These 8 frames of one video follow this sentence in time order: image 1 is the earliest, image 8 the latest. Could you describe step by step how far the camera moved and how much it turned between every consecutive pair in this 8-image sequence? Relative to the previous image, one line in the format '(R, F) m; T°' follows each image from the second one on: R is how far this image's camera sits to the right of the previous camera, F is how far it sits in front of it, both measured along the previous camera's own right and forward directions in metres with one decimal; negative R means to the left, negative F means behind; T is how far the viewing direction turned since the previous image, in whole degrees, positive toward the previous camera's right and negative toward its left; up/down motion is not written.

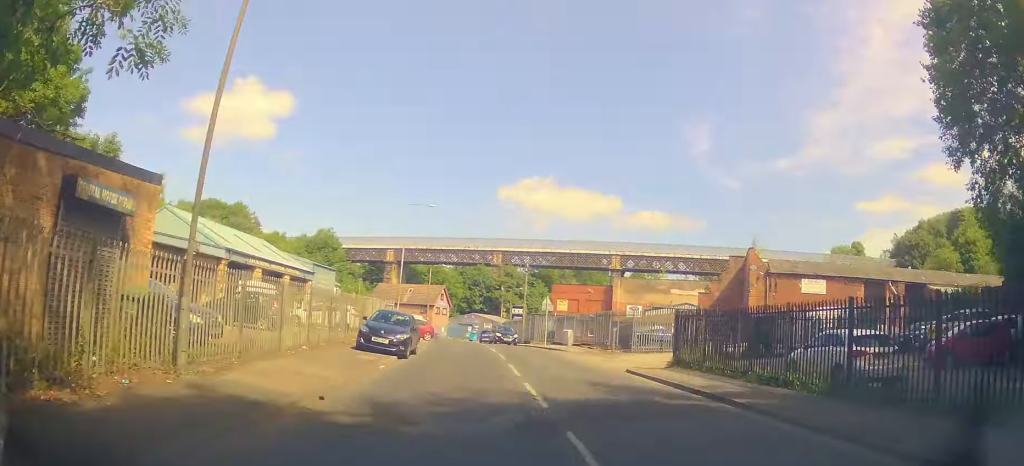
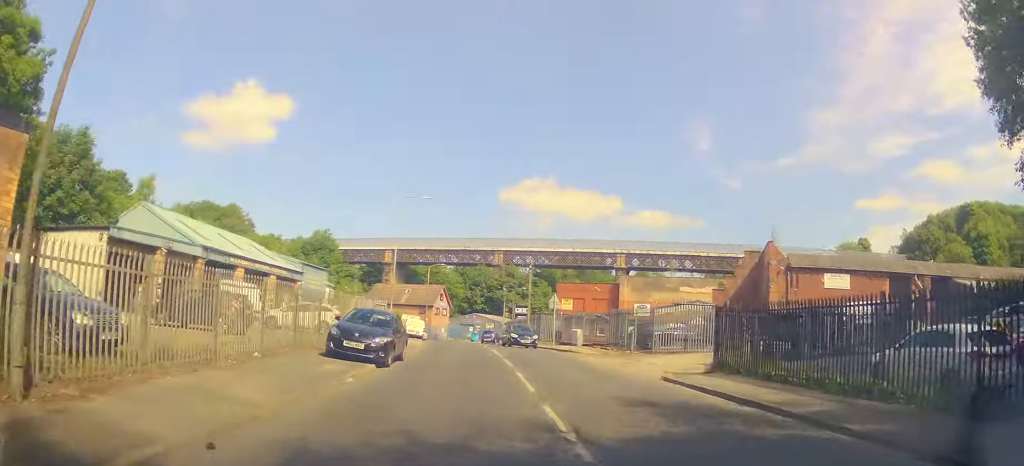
(0.0, +4.1) m; 0°
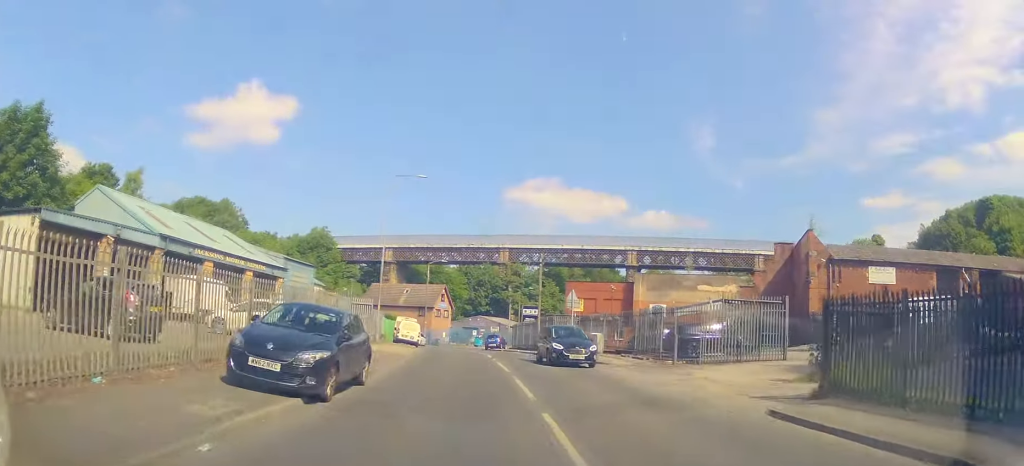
(+0.2, +6.4) m; 0°
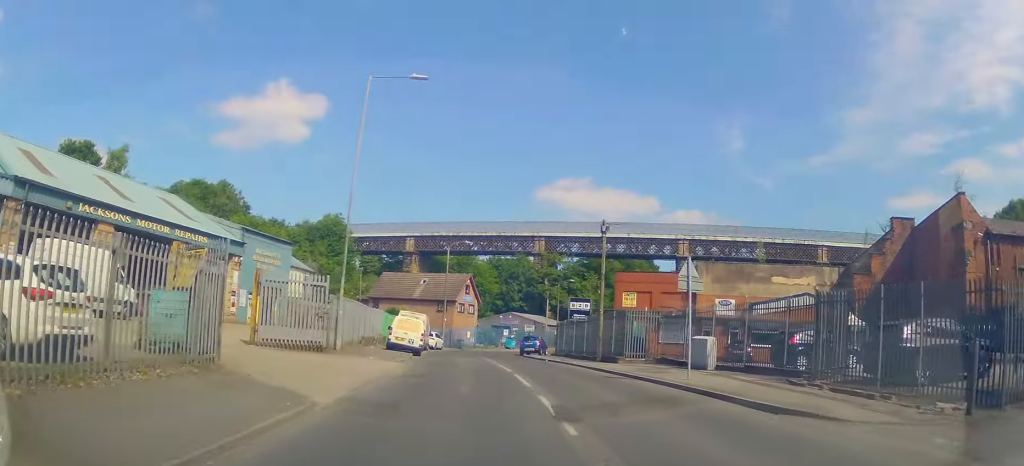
(-1.1, +15.5) m; -3°
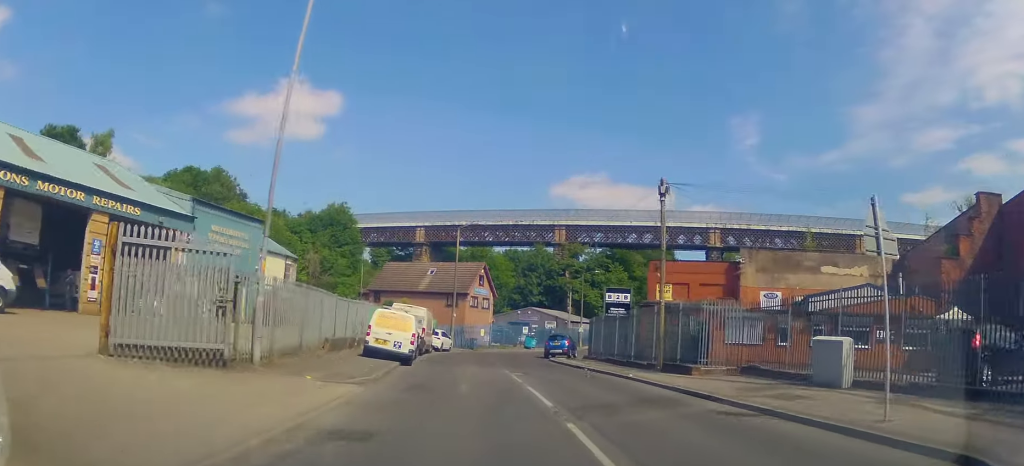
(+0.4, +9.0) m; +1°
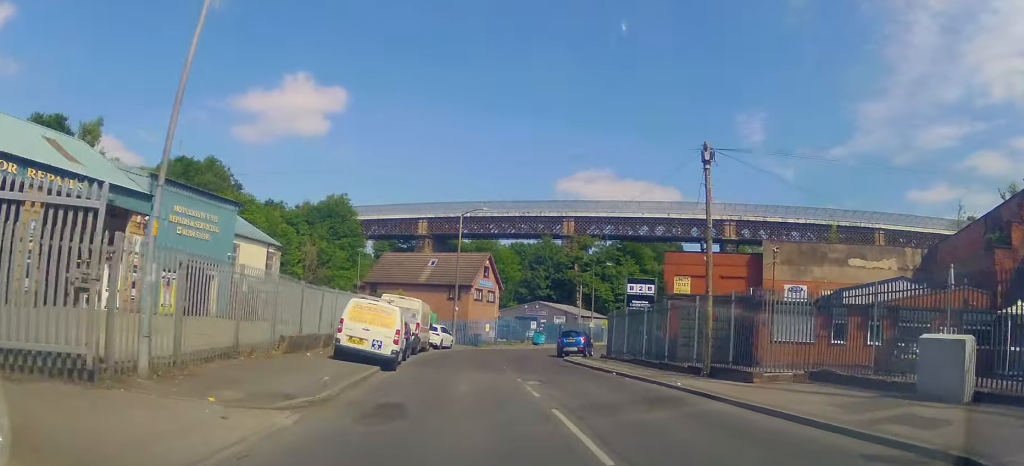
(-0.1, +4.9) m; -2°
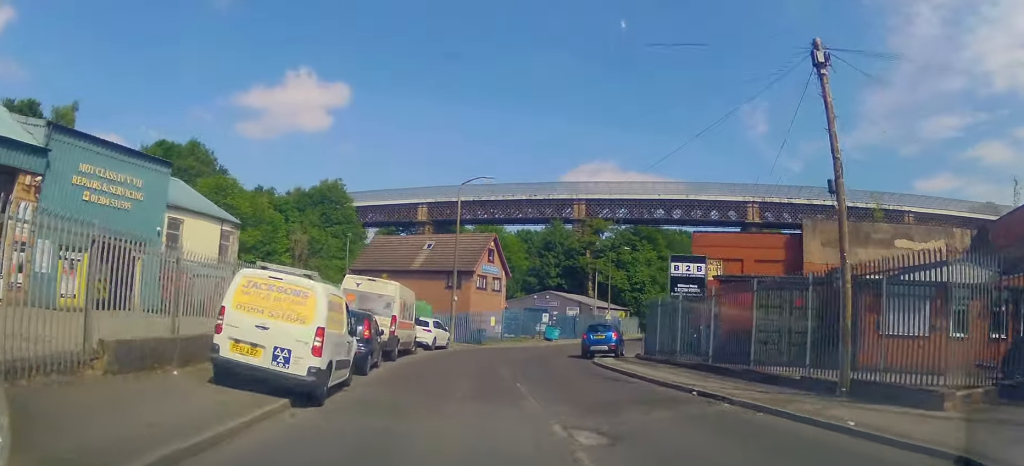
(-0.2, +8.0) m; -2°
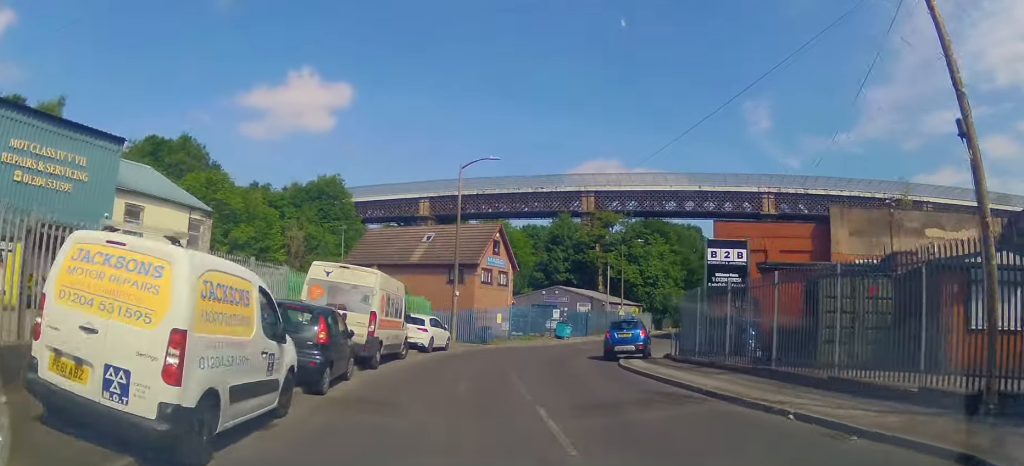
(-0.1, +4.3) m; -1°
